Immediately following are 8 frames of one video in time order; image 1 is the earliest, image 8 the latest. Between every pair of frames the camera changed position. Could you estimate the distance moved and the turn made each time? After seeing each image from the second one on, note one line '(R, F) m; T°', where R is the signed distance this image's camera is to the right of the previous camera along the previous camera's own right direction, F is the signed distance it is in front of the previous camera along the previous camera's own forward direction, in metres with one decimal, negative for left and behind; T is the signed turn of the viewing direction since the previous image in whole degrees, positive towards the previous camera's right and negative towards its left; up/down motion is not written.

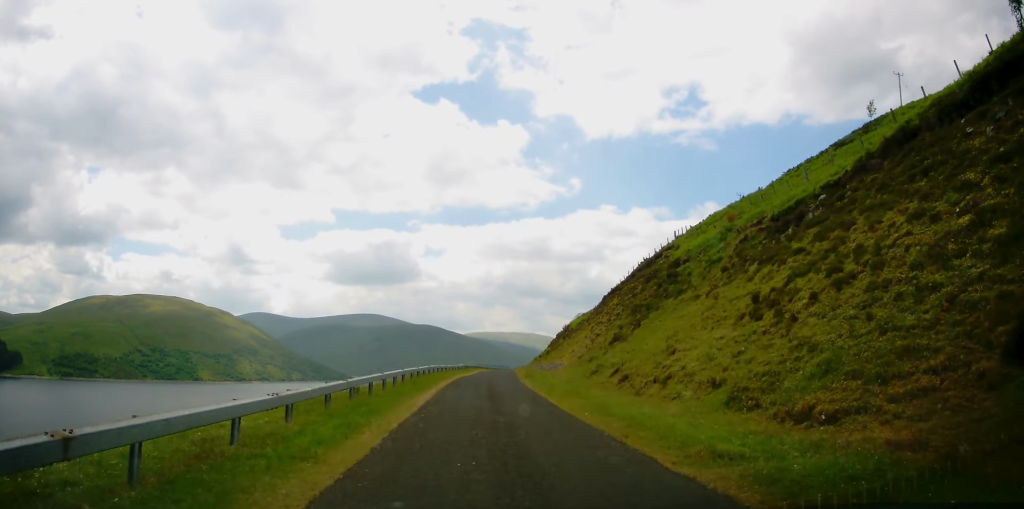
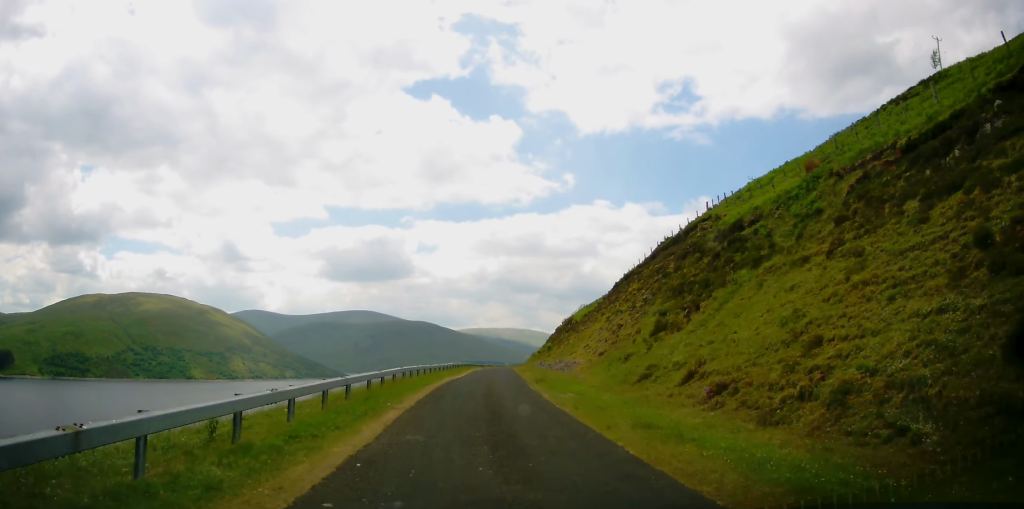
(+0.1, +9.3) m; +2°
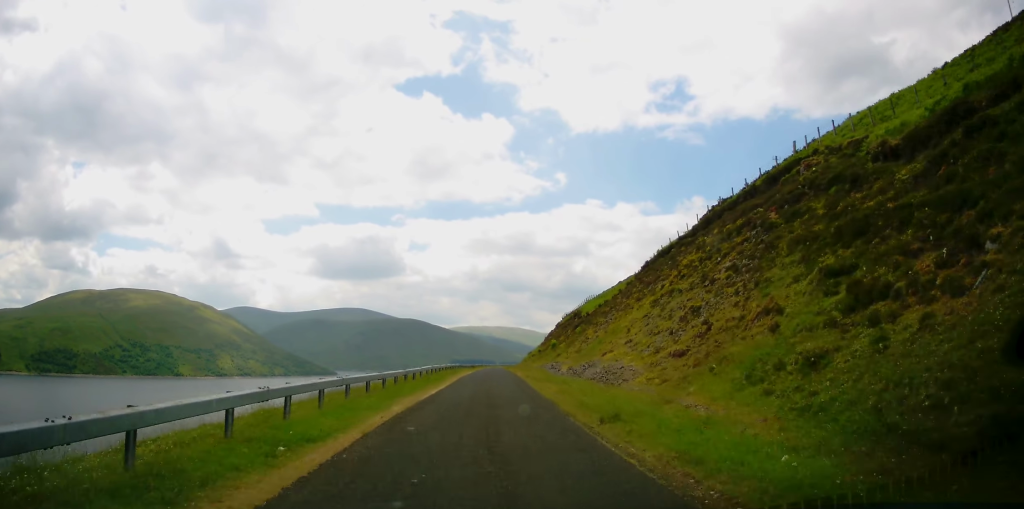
(+0.4, +14.3) m; +1°
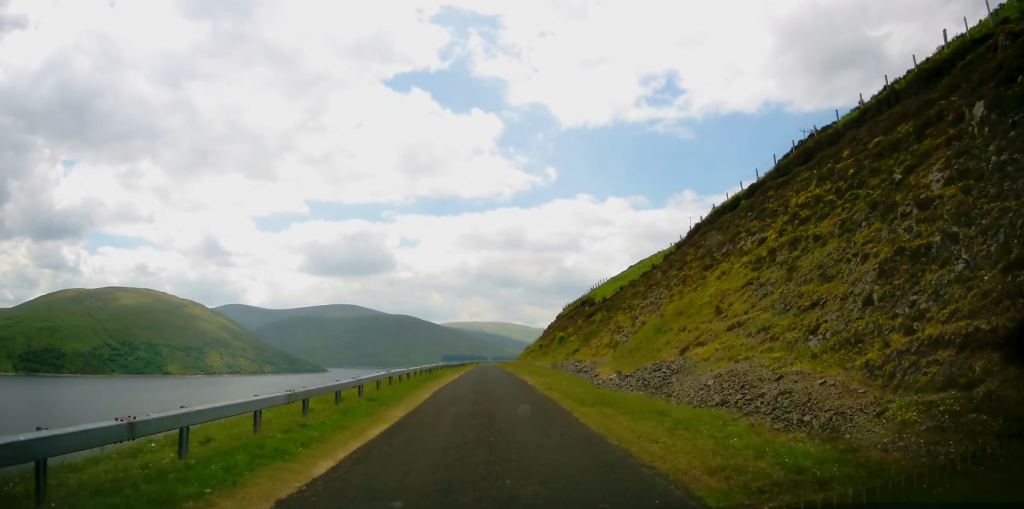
(-0.2, +13.3) m; 0°
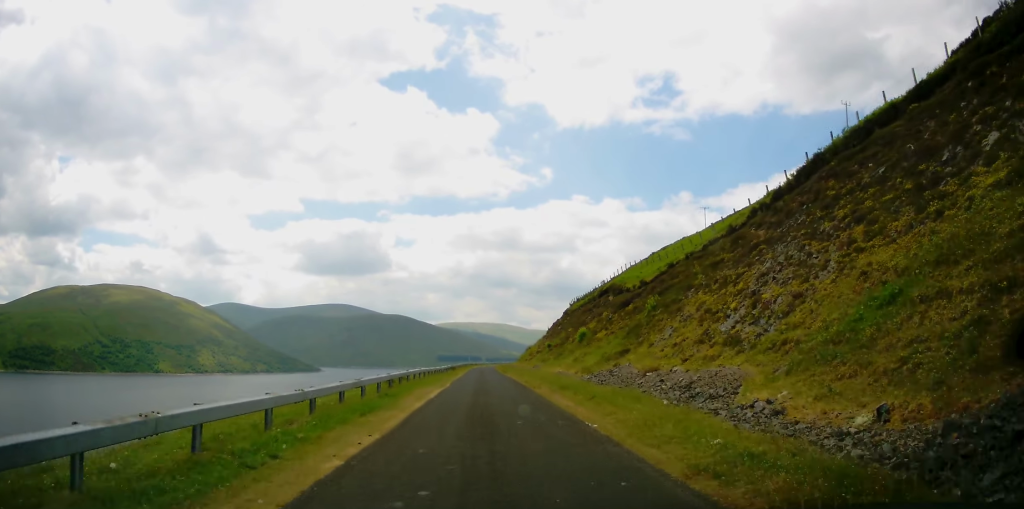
(+0.1, +14.3) m; +1°
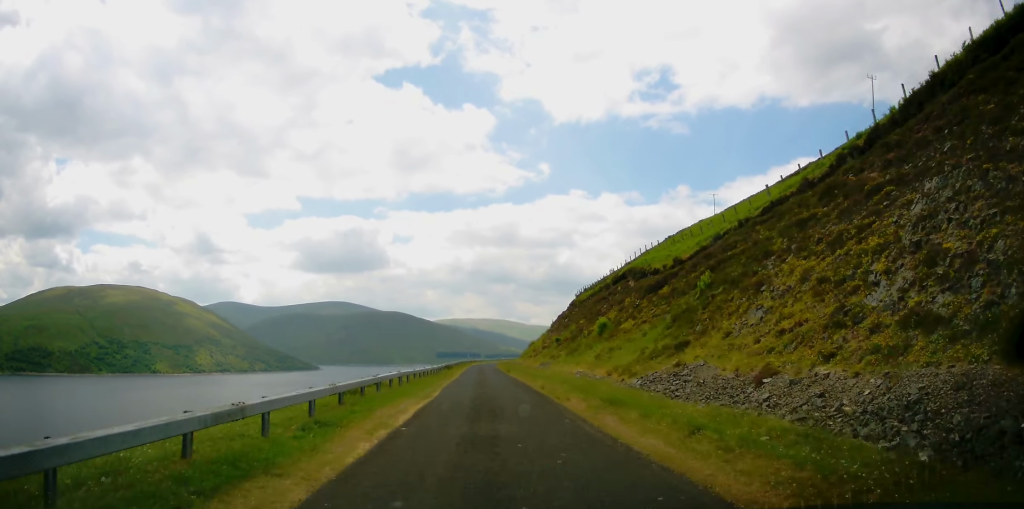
(+0.1, +7.4) m; +1°
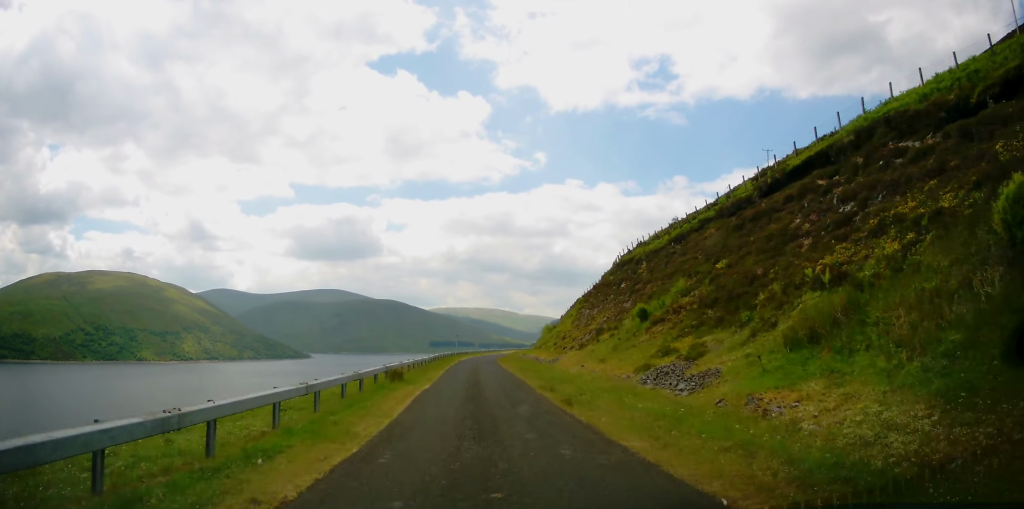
(+0.3, +30.4) m; 0°
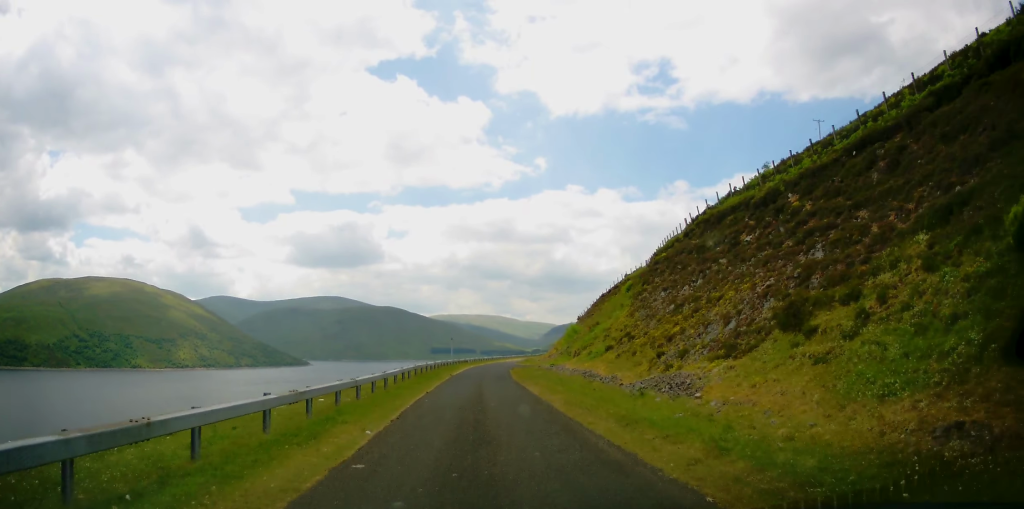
(-0.2, +19.9) m; -1°
